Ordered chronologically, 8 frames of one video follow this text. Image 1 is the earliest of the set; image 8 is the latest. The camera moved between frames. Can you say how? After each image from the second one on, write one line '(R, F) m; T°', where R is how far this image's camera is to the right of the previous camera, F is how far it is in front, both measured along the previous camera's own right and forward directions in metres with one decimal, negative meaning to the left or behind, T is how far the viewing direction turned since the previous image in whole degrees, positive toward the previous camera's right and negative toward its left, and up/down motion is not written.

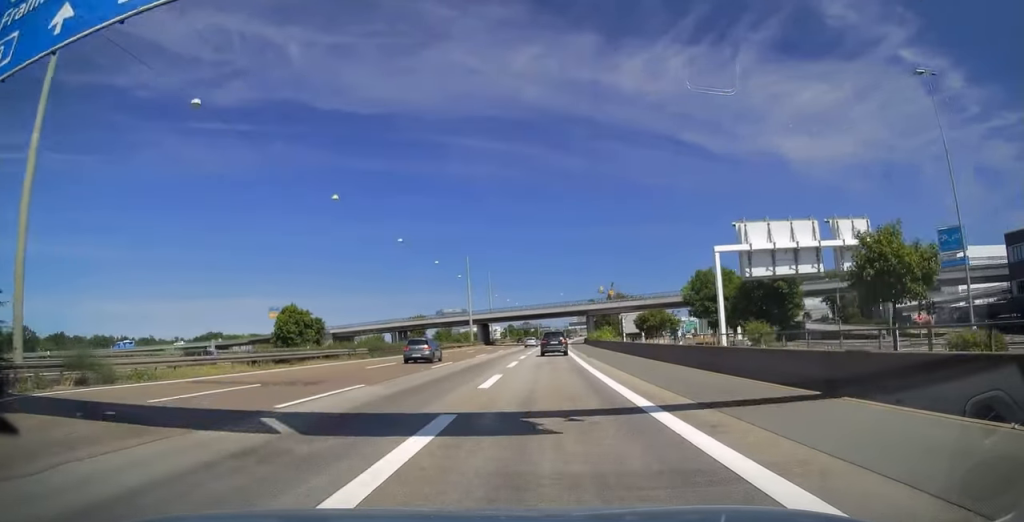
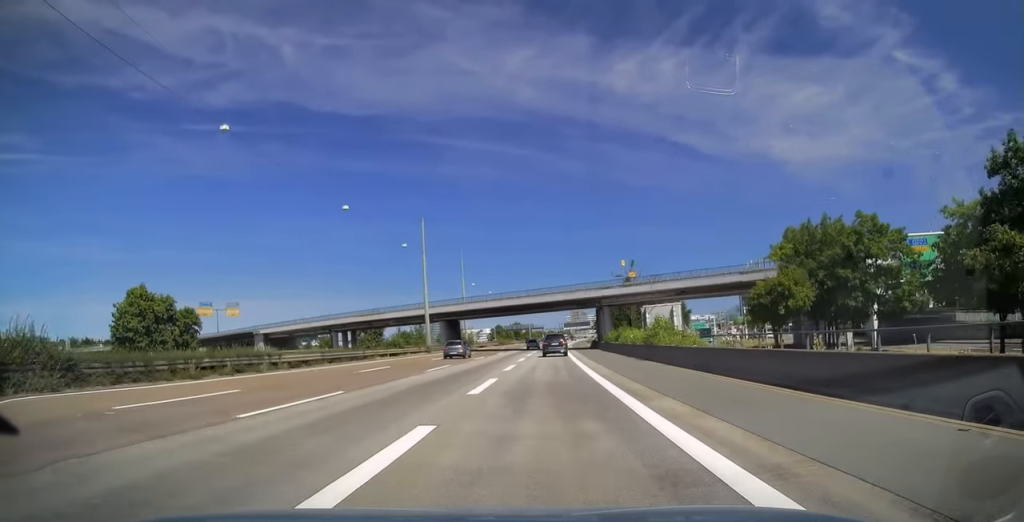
(-0.3, +36.7) m; 0°
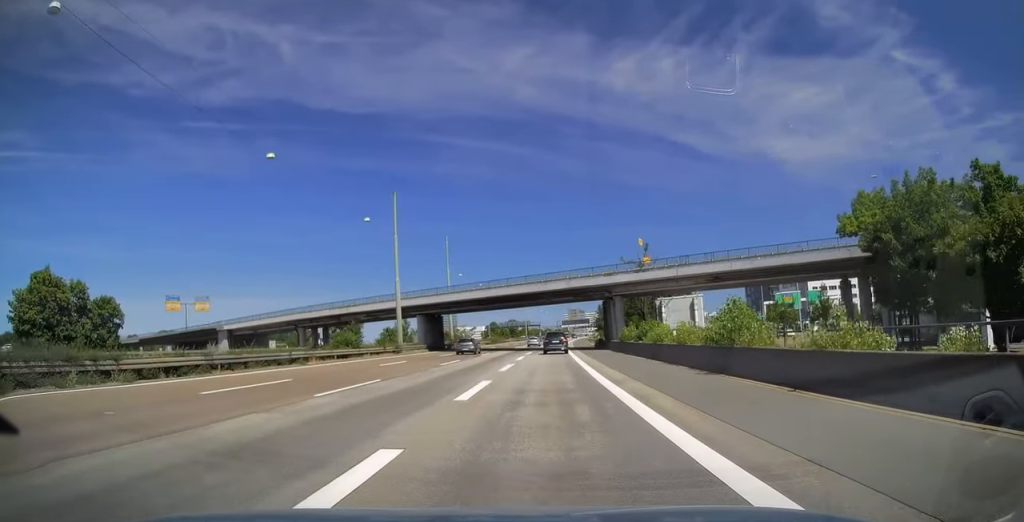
(+0.2, +13.8) m; +1°
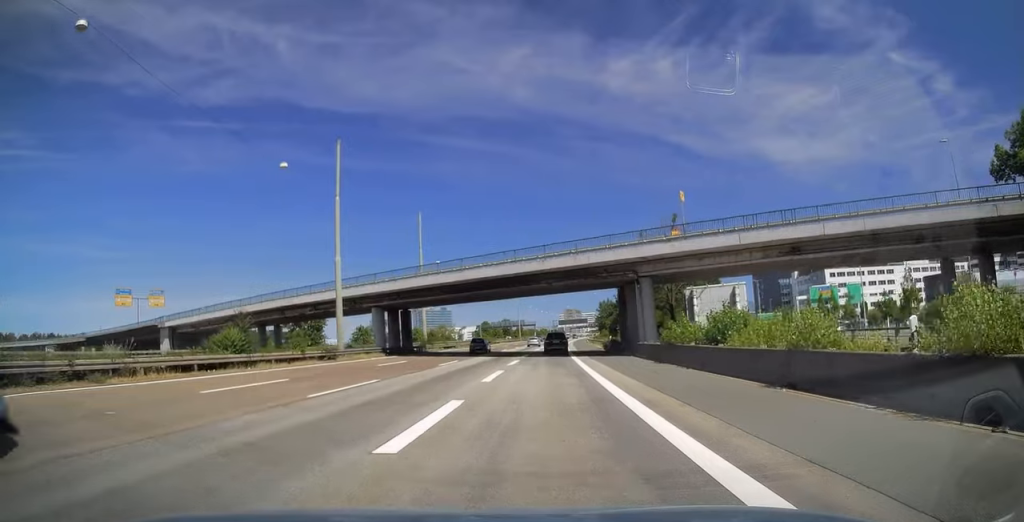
(+0.1, +17.8) m; 0°
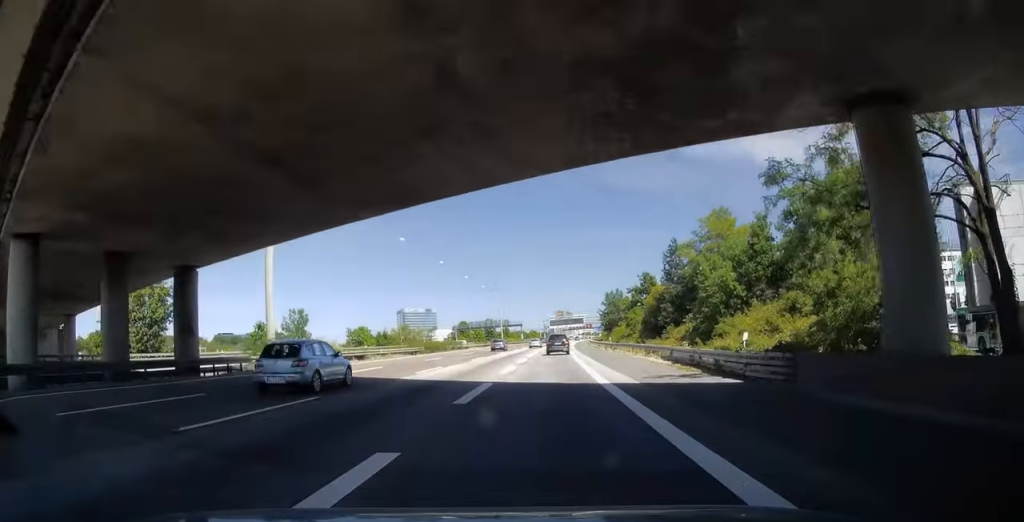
(0.0, +41.3) m; +1°
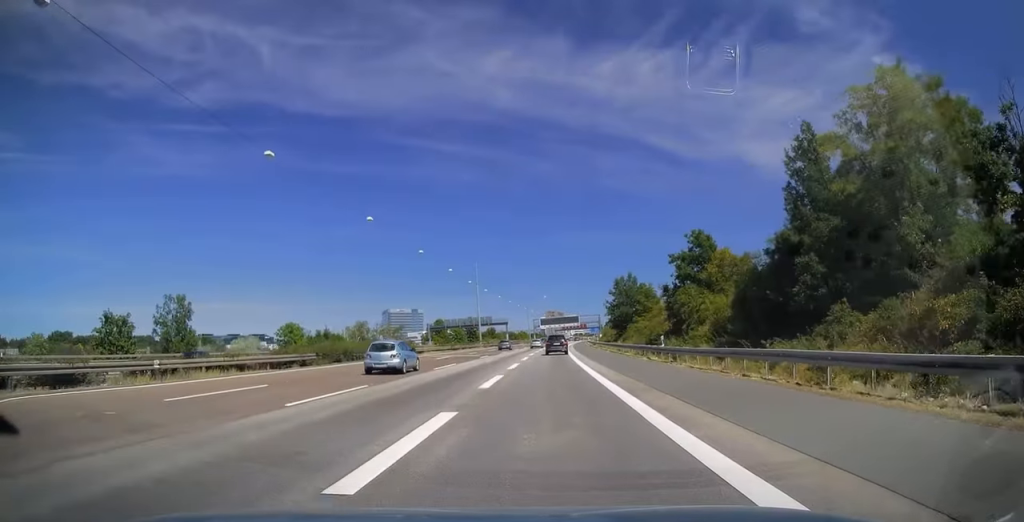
(+0.5, +31.2) m; +1°
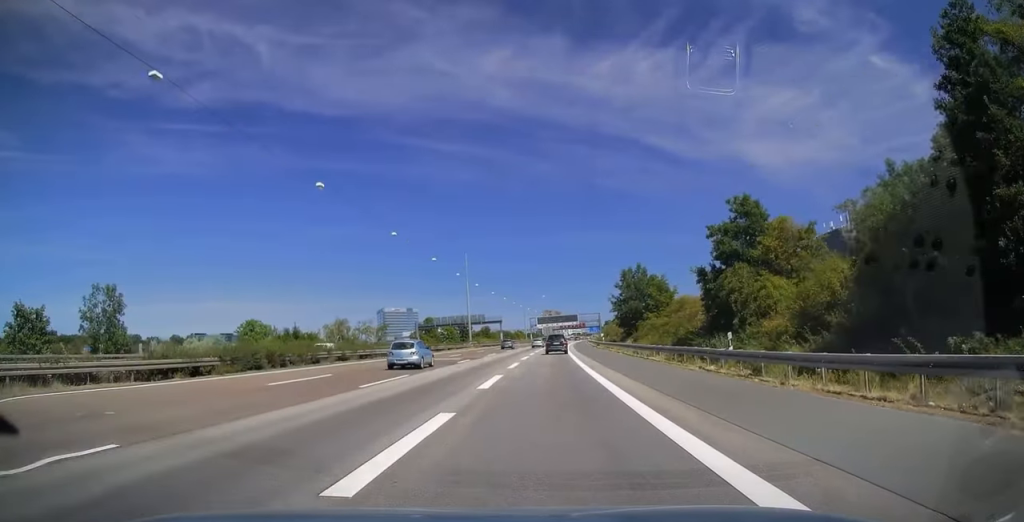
(0.0, +11.9) m; 0°
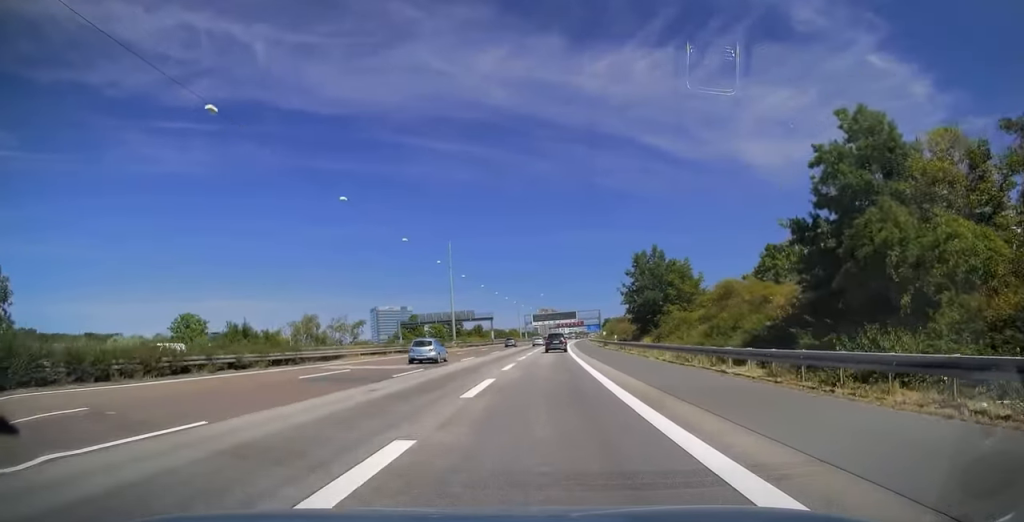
(0.0, +15.1) m; 0°
